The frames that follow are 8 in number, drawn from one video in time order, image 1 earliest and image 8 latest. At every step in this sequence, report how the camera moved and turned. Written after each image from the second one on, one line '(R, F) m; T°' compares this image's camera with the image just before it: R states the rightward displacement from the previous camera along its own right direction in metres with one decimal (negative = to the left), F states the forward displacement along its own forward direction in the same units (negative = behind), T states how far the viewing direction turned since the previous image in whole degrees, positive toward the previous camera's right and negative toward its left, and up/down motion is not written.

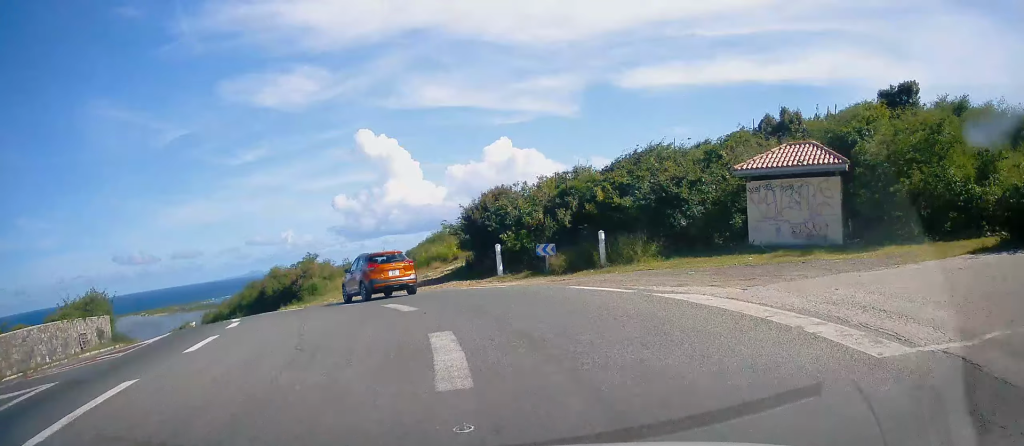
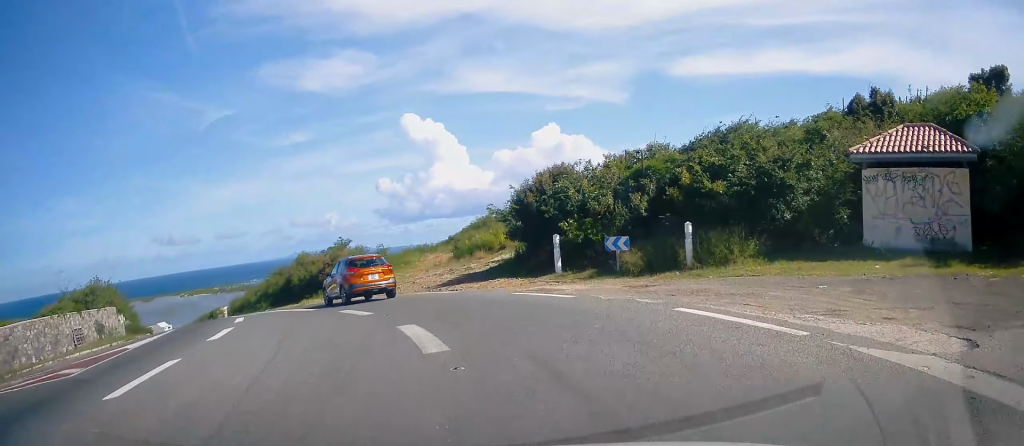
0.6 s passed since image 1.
(-0.1, +4.6) m; -5°
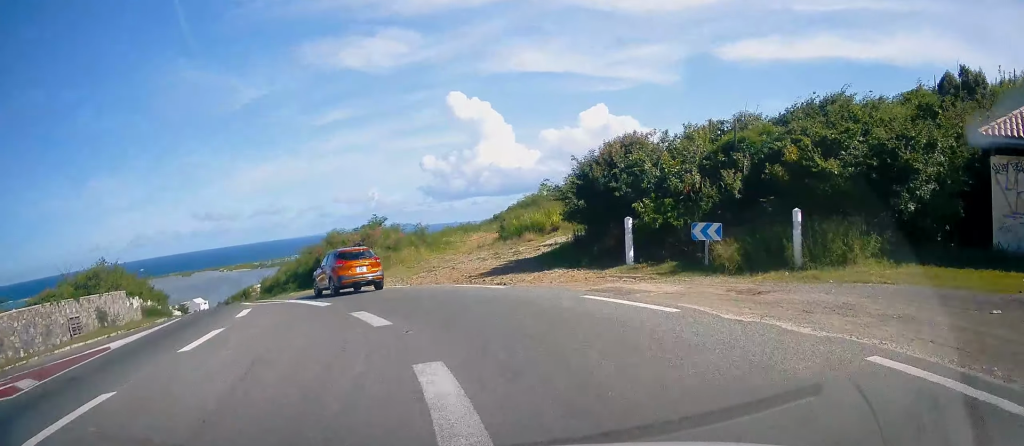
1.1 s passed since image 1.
(-0.2, +3.9) m; -4°
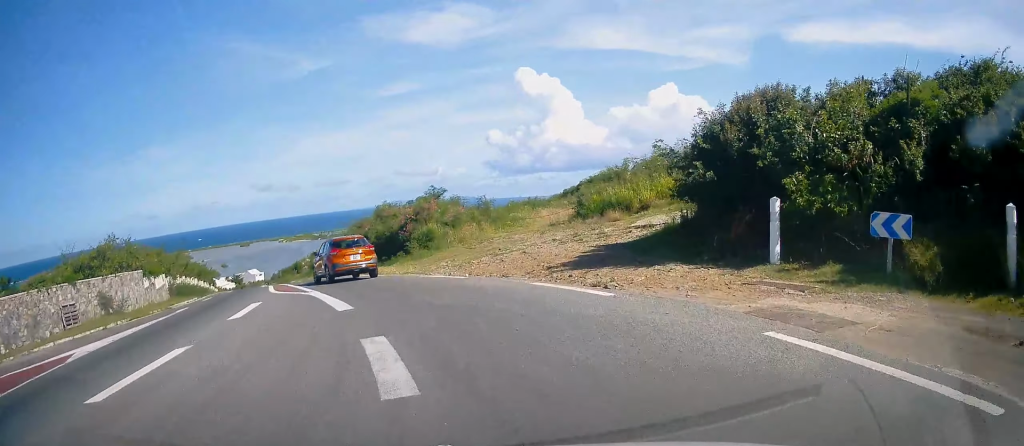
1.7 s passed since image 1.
(-0.1, +5.1) m; -6°
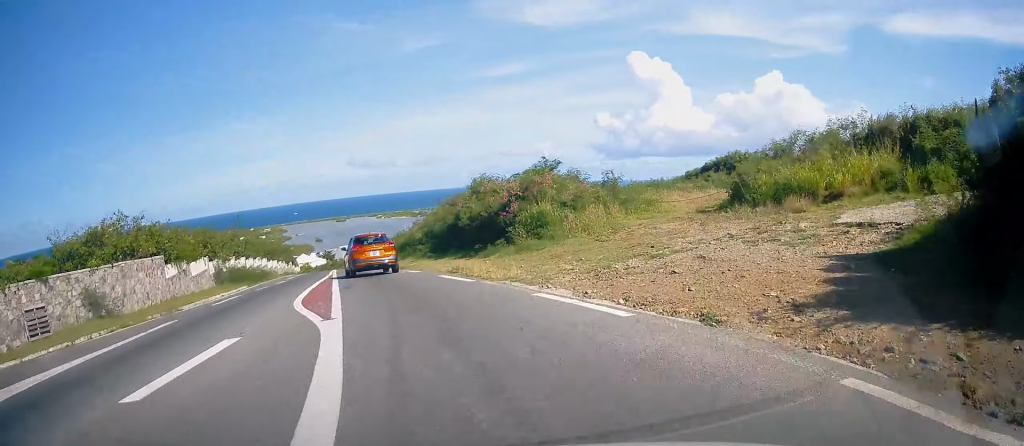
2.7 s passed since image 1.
(-0.6, +7.8) m; -11°
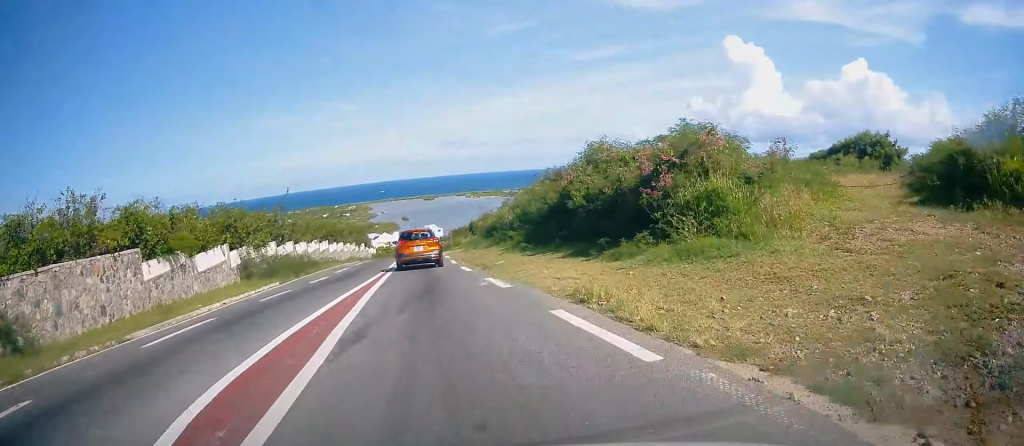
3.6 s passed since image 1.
(-1.0, +8.5) m; -7°
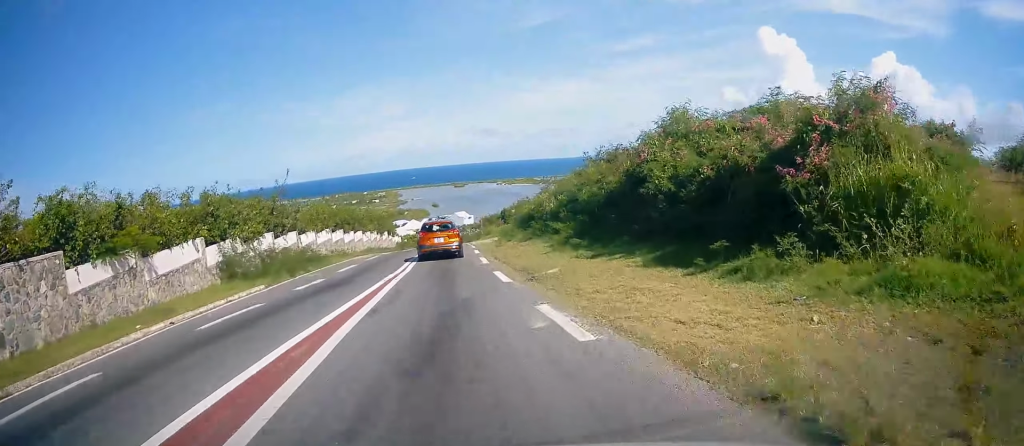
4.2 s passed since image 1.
(0.0, +5.5) m; -4°
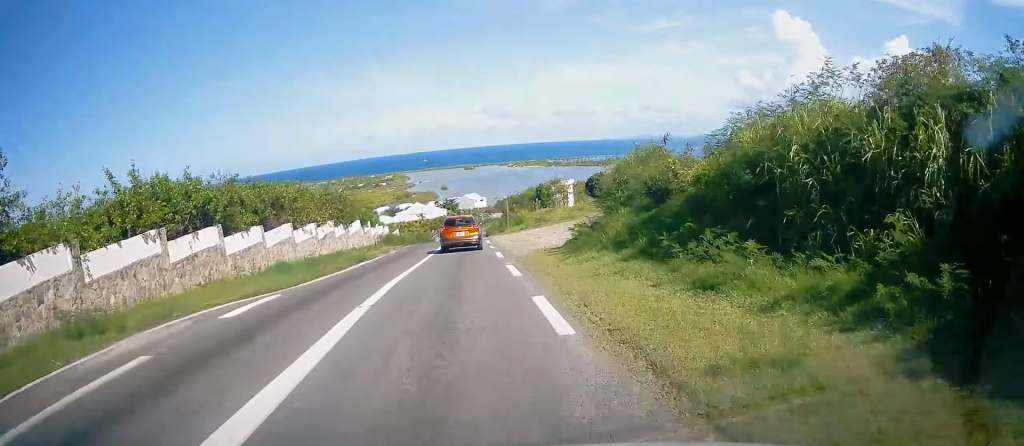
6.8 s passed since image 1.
(-1.3, +25.6) m; +1°
